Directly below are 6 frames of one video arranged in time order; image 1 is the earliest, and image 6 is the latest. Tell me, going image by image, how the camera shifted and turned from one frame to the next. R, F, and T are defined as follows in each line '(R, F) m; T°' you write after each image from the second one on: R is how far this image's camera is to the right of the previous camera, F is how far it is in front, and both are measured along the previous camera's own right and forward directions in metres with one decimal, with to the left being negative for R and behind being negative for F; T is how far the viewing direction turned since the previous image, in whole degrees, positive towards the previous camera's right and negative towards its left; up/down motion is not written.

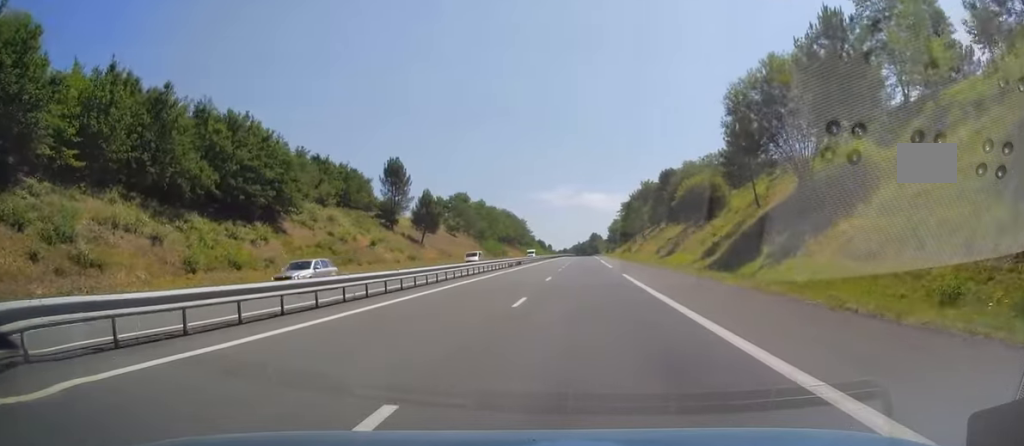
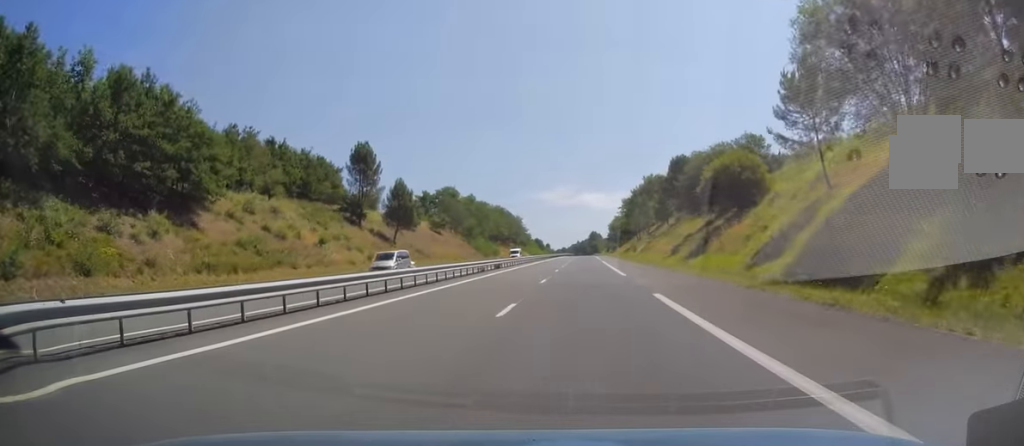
(+0.2, +15.7) m; 0°
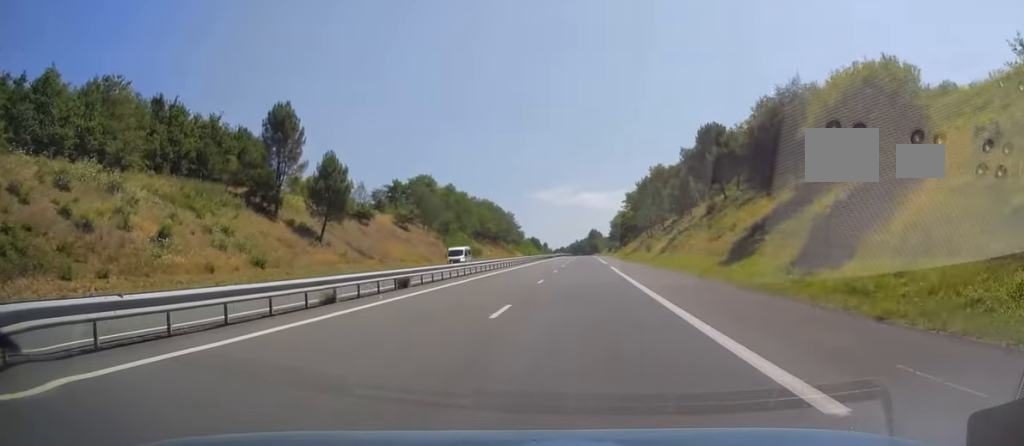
(0.0, +26.6) m; 0°
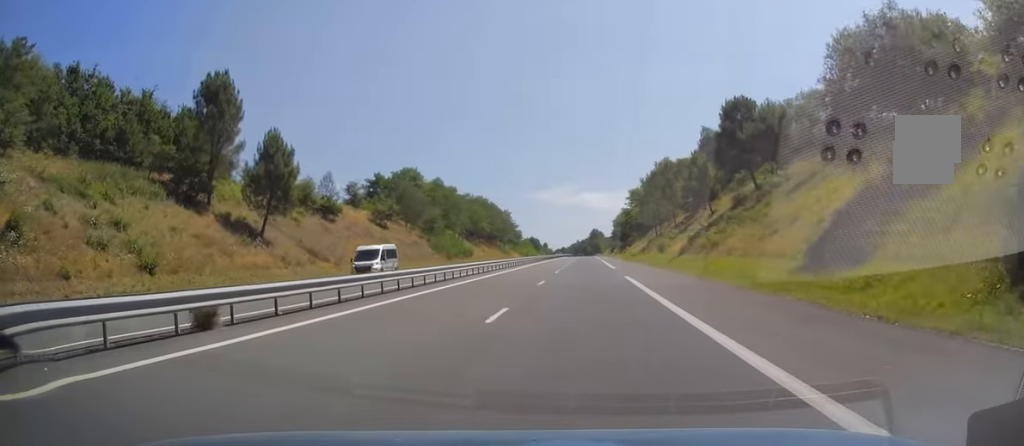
(-0.2, +13.8) m; 0°
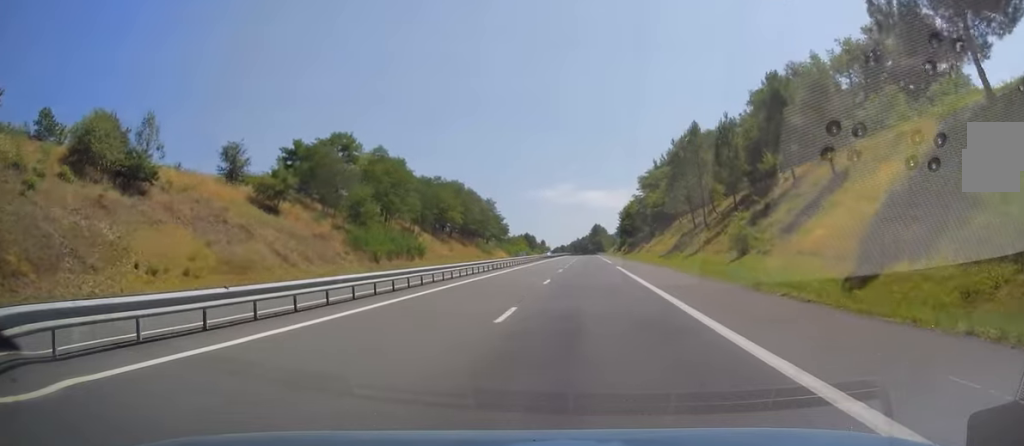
(+0.3, +39.3) m; 0°
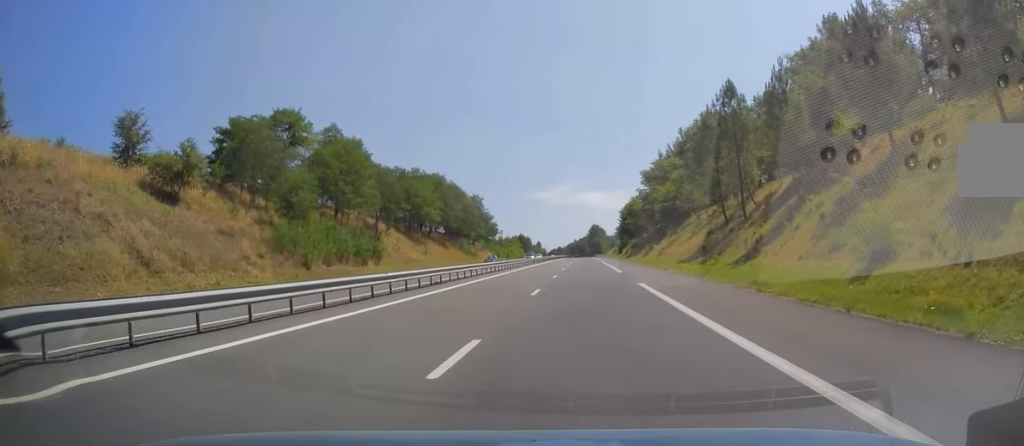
(-0.3, +18.2) m; 0°
